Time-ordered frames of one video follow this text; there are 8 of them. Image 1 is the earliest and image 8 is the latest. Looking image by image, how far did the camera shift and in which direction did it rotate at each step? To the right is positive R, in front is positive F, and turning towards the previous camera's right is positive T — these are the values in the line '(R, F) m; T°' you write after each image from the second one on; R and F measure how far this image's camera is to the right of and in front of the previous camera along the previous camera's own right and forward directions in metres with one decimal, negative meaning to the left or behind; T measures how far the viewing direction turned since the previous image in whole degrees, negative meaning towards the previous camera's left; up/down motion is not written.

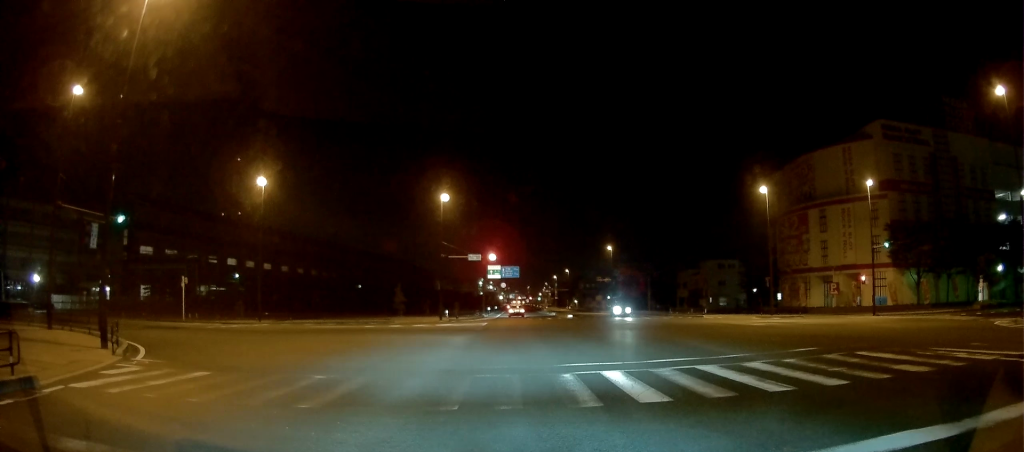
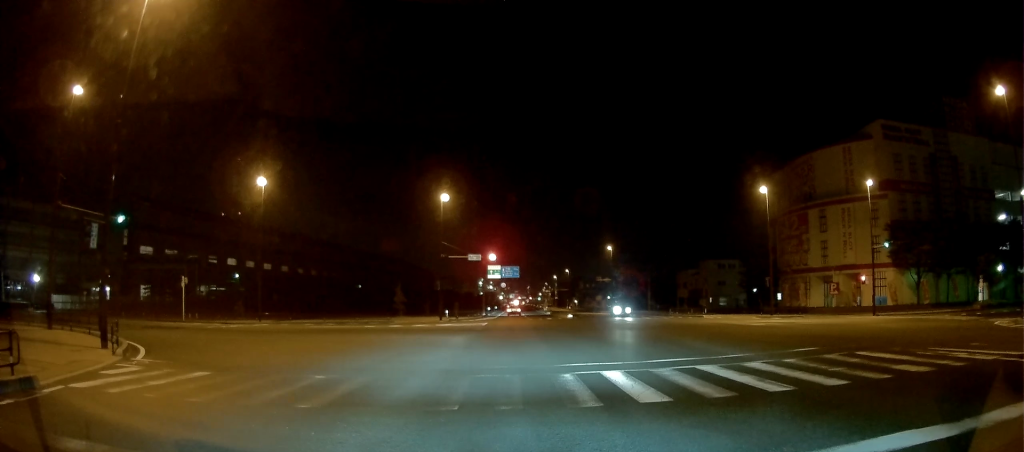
(0.0, 0.0) m; 0°
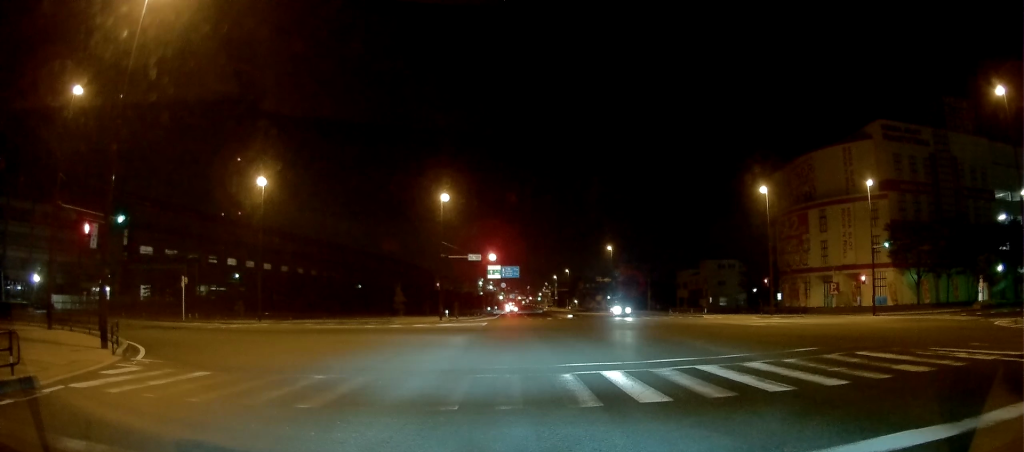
(0.0, 0.0) m; 0°
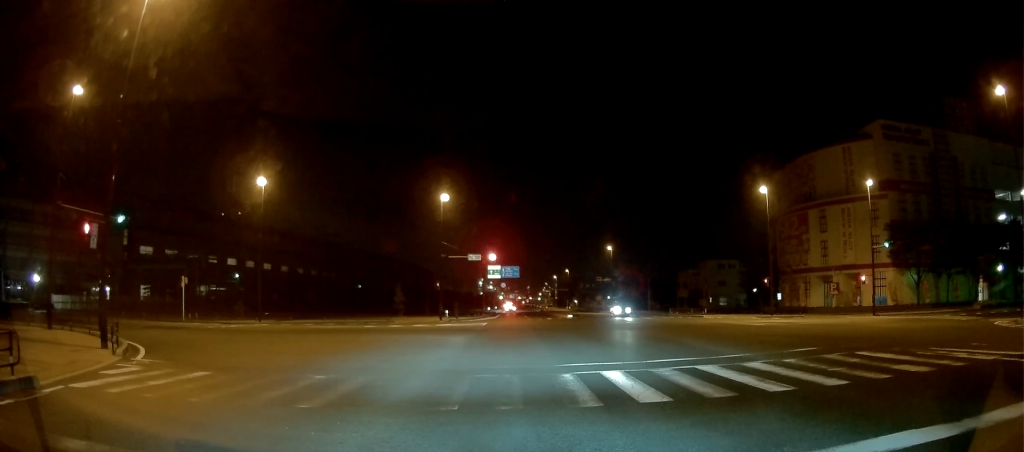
(0.0, 0.0) m; 0°
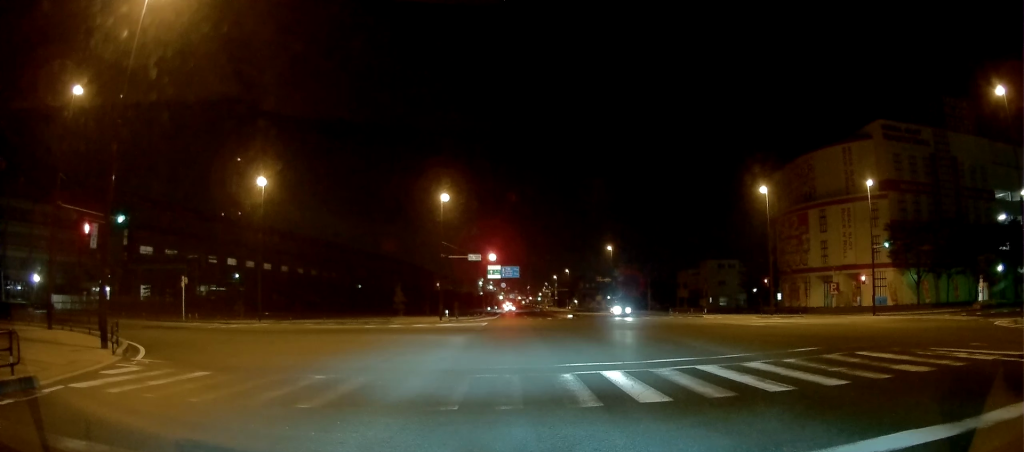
(0.0, 0.0) m; 0°
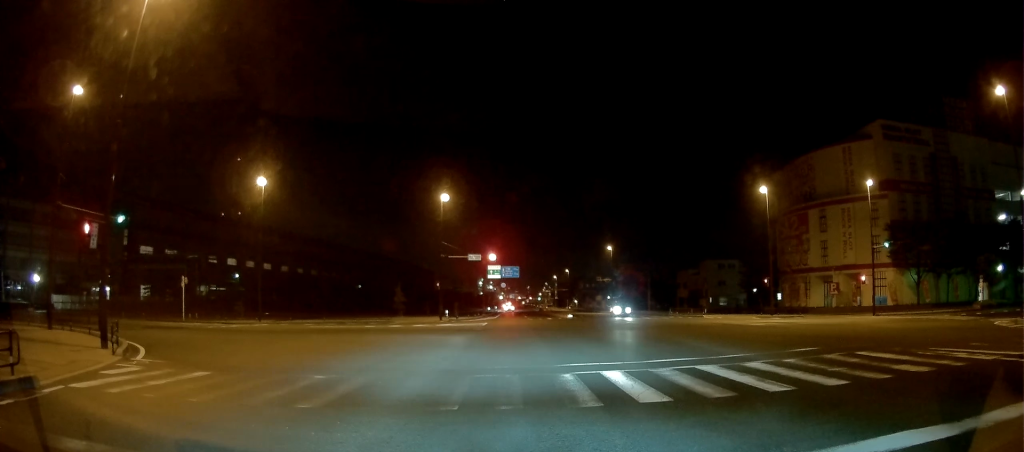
(0.0, 0.0) m; 0°
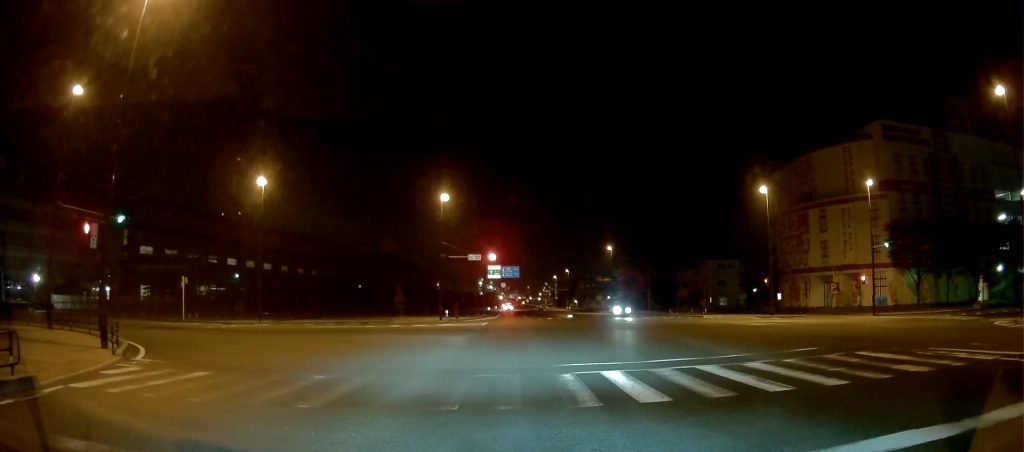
(0.0, 0.0) m; 0°
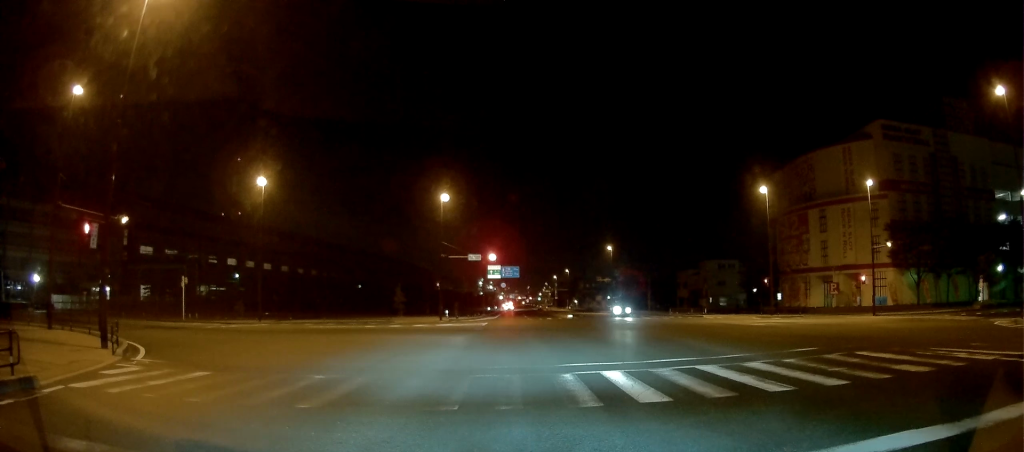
(0.0, 0.0) m; 0°
